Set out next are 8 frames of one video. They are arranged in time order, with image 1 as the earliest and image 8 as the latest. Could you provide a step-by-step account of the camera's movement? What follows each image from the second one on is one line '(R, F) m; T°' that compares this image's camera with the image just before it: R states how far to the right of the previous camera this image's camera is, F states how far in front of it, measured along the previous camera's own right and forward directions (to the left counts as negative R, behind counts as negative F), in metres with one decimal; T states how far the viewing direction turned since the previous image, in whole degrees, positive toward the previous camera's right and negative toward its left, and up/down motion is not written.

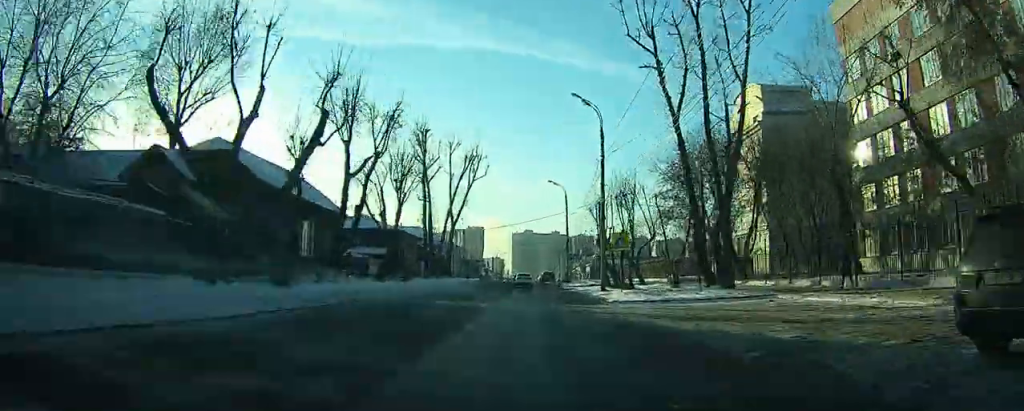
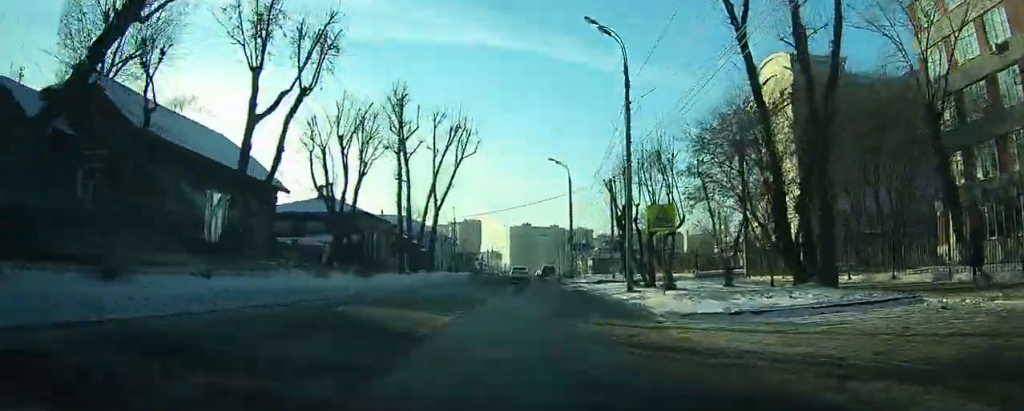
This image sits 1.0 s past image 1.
(-0.1, +11.7) m; -1°
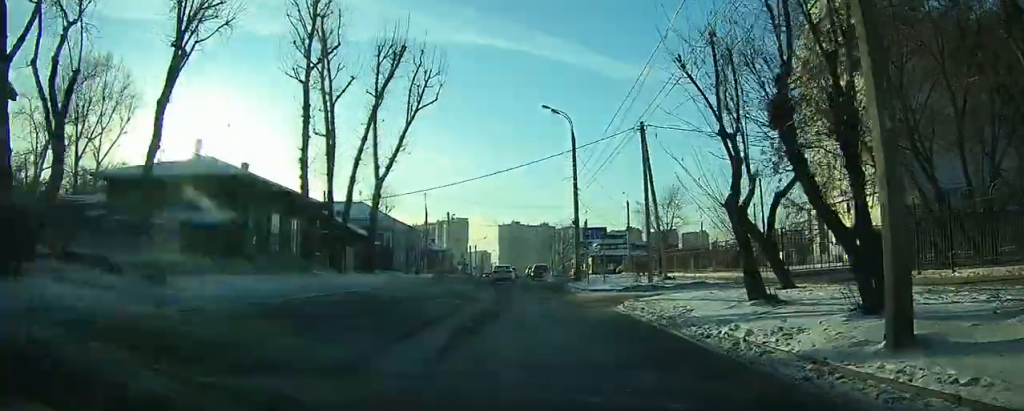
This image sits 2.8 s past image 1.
(-0.3, +20.8) m; 0°
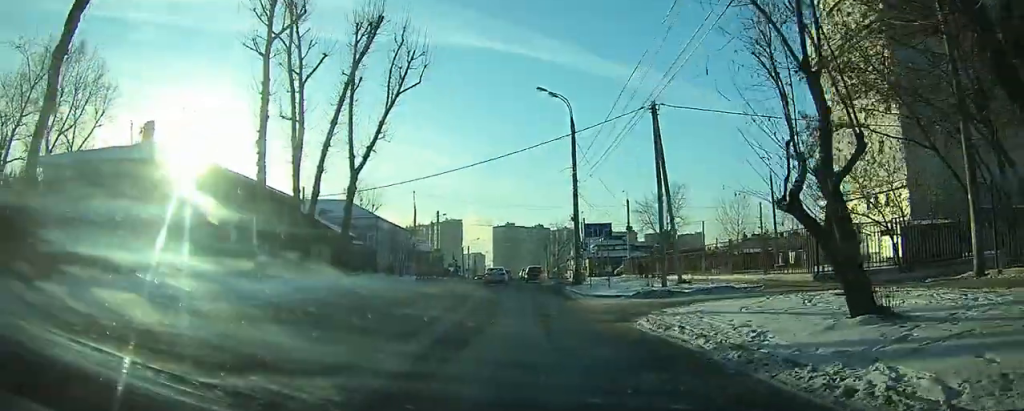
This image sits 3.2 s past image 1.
(0.0, +4.8) m; 0°
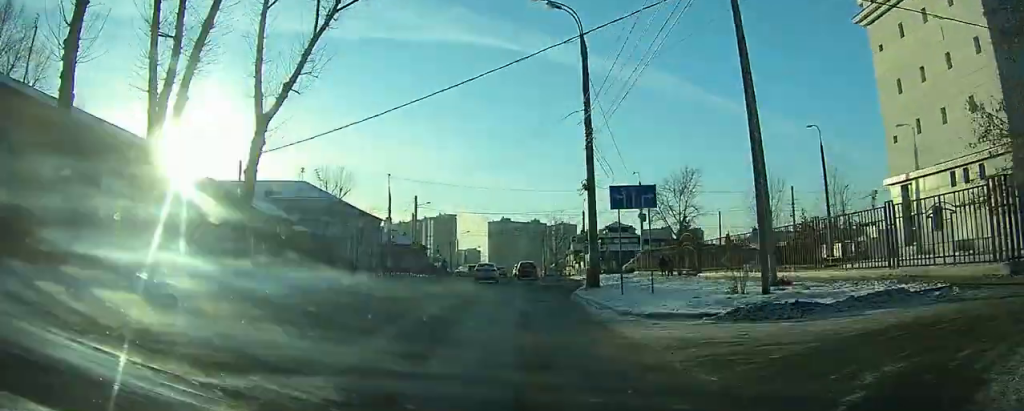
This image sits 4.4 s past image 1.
(0.0, +13.0) m; 0°
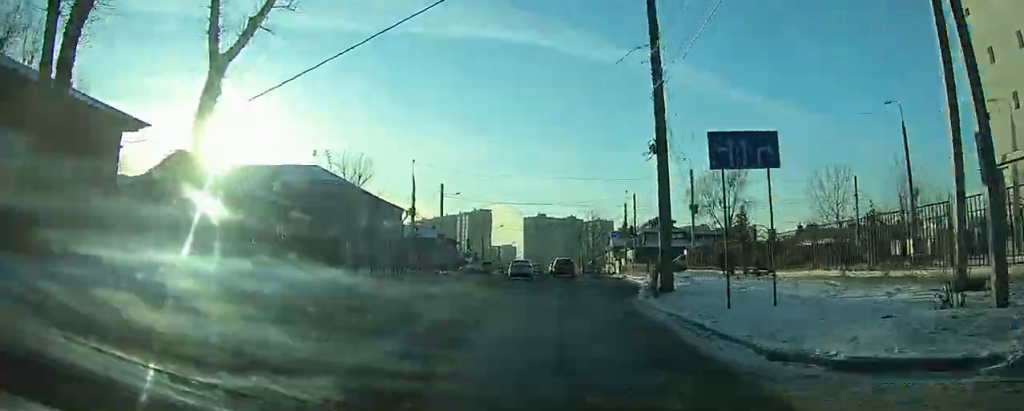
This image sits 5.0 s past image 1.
(0.0, +7.0) m; 0°
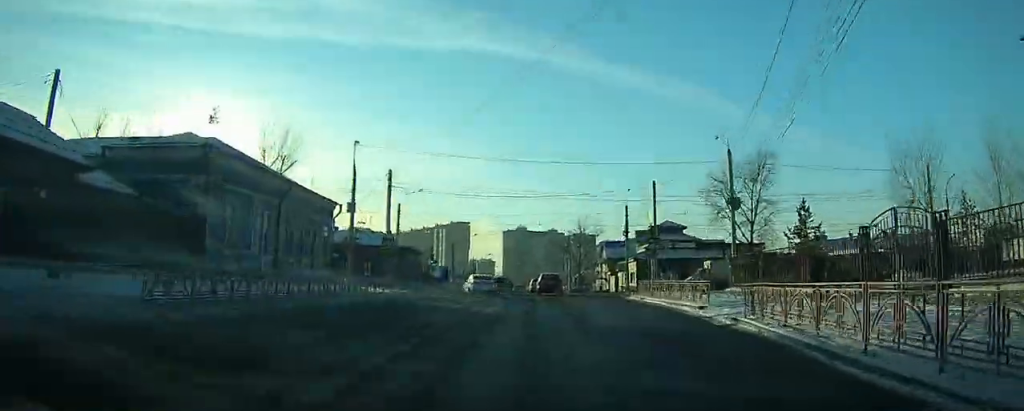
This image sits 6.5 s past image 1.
(0.0, +16.7) m; -1°
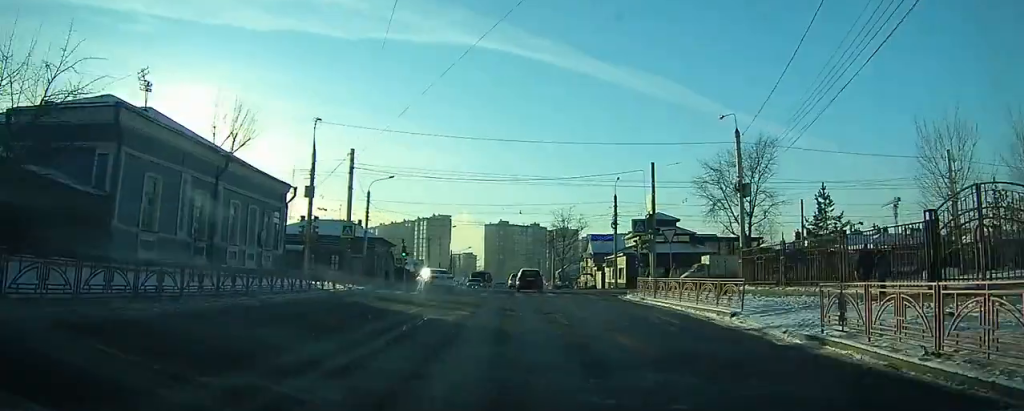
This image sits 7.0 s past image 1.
(0.0, +5.6) m; 0°
